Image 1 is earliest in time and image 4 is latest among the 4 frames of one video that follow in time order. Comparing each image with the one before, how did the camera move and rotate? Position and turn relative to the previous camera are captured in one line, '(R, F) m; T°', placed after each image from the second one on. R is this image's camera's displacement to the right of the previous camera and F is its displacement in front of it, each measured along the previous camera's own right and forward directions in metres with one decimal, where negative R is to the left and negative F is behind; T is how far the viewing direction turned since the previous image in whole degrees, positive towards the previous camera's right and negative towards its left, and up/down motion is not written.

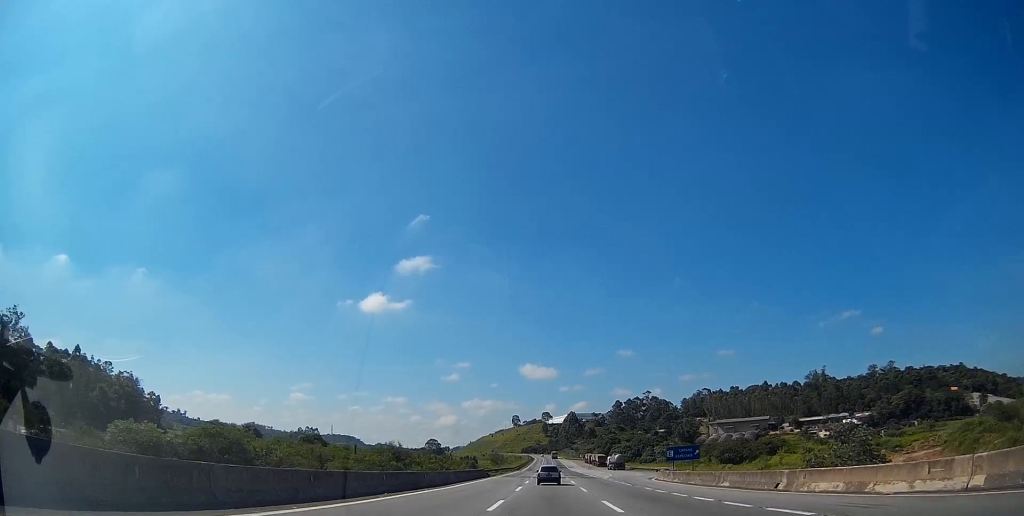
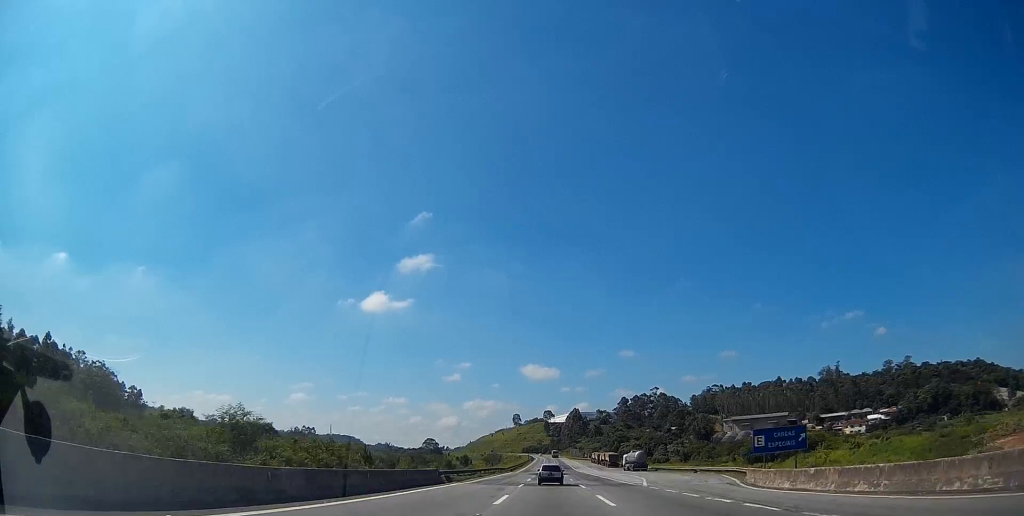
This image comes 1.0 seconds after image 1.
(0.0, +26.9) m; 0°
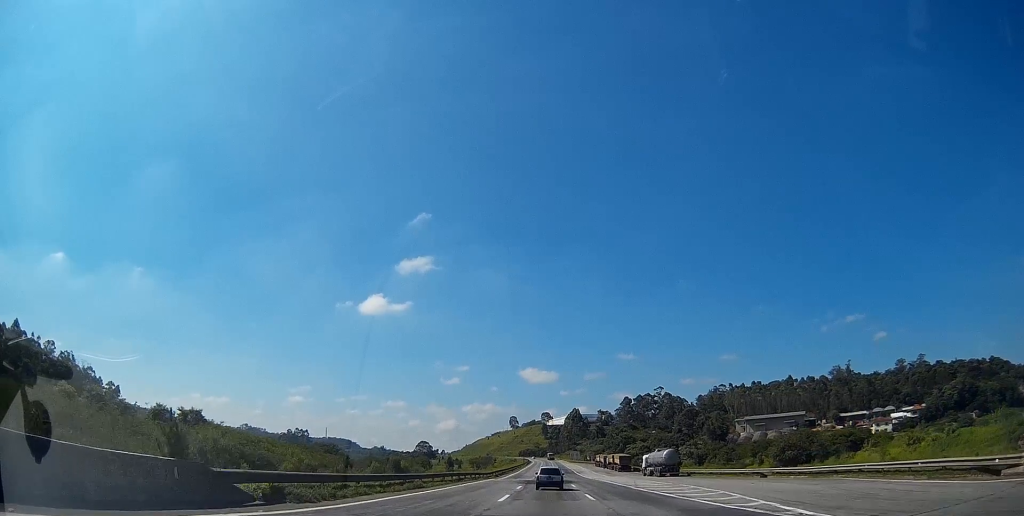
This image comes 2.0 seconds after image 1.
(0.0, +25.9) m; +1°
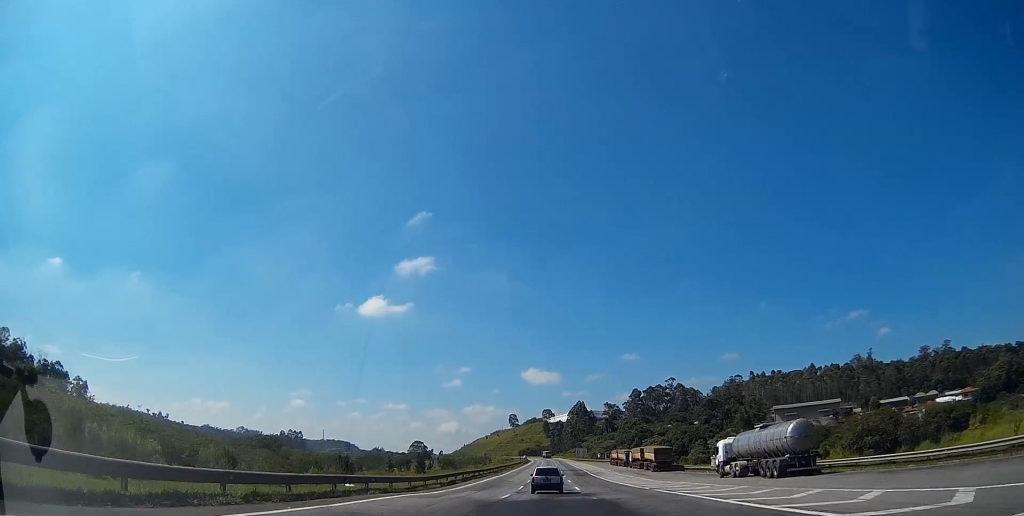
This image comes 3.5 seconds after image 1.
(+0.4, +38.8) m; 0°
